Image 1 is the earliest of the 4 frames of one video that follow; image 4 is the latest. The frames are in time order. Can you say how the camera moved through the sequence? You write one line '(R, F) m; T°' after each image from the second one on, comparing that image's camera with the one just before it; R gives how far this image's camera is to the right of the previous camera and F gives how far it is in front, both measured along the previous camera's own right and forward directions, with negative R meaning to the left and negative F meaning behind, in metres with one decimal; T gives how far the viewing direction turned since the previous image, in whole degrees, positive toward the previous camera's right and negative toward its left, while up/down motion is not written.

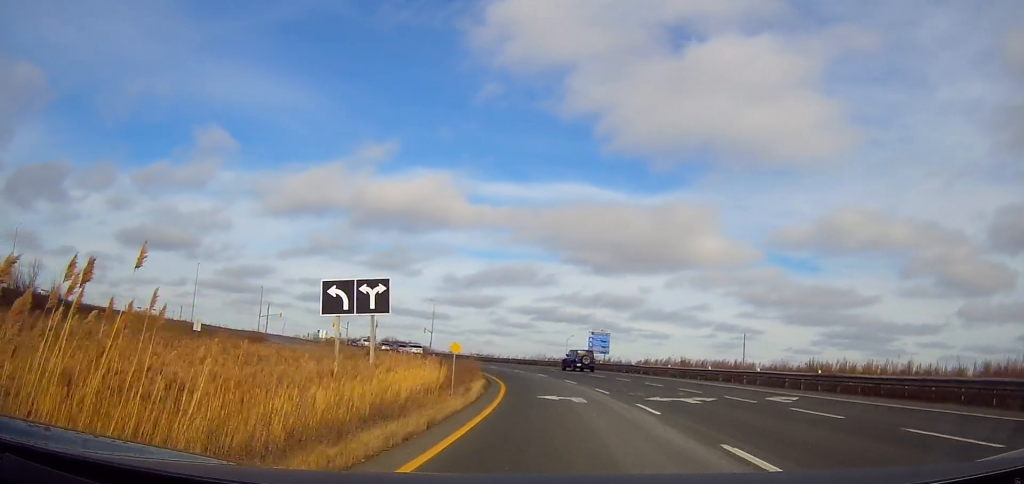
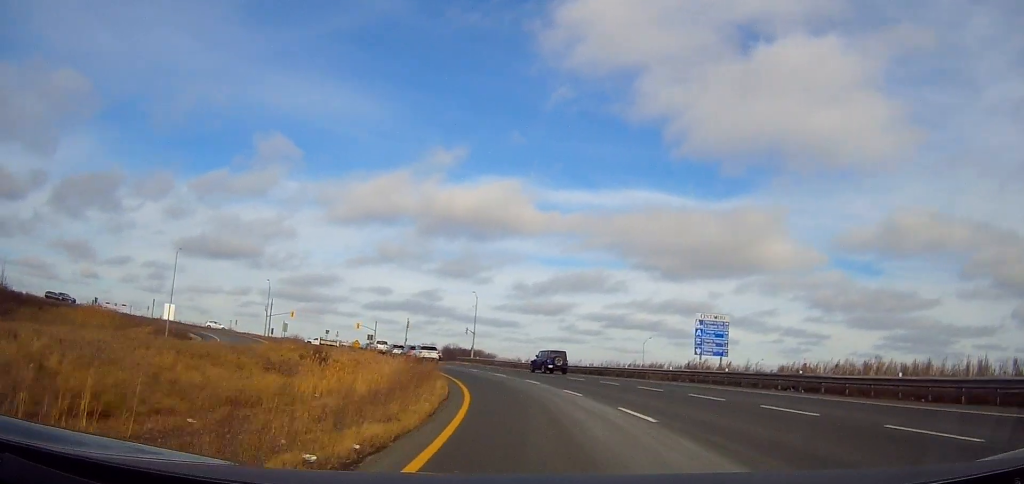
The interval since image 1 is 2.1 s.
(-1.3, +28.3) m; -5°
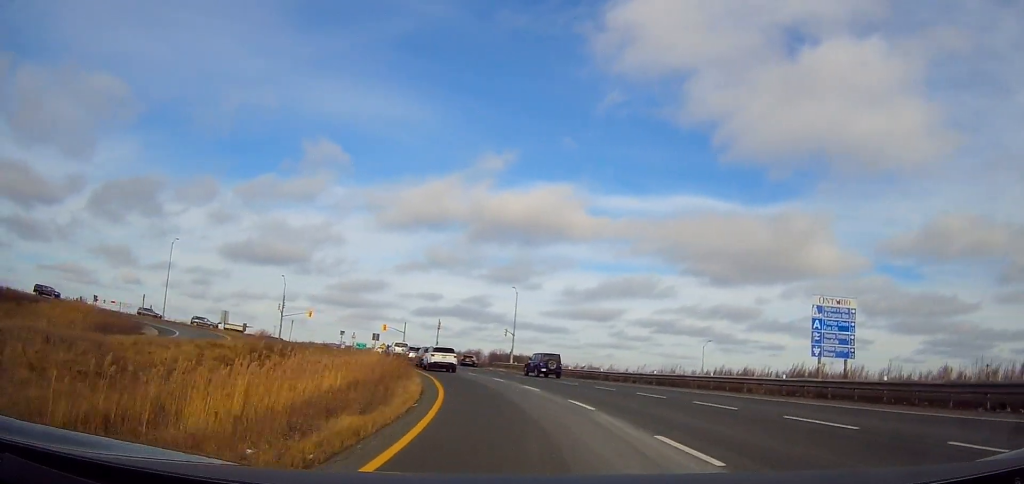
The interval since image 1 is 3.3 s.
(-0.4, +13.5) m; -3°
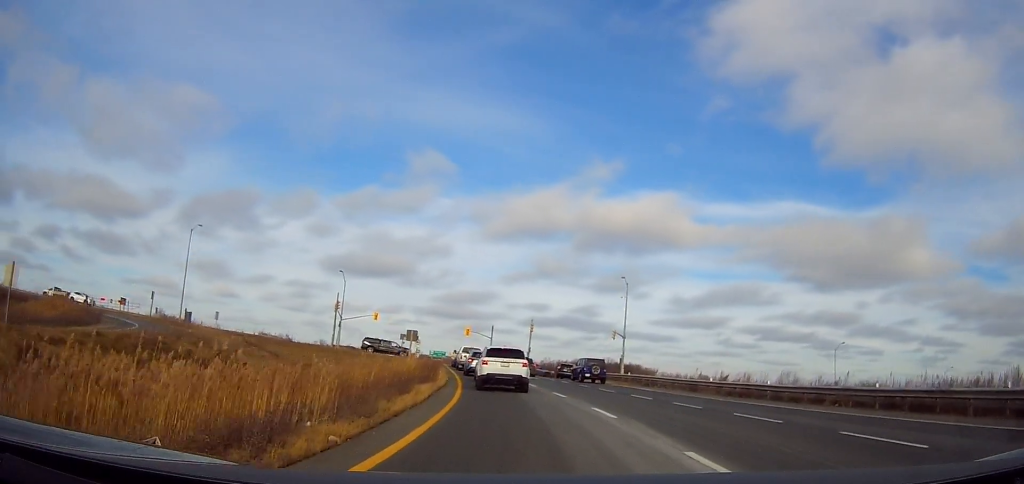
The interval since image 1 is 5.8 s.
(-1.4, +18.1) m; -10°
